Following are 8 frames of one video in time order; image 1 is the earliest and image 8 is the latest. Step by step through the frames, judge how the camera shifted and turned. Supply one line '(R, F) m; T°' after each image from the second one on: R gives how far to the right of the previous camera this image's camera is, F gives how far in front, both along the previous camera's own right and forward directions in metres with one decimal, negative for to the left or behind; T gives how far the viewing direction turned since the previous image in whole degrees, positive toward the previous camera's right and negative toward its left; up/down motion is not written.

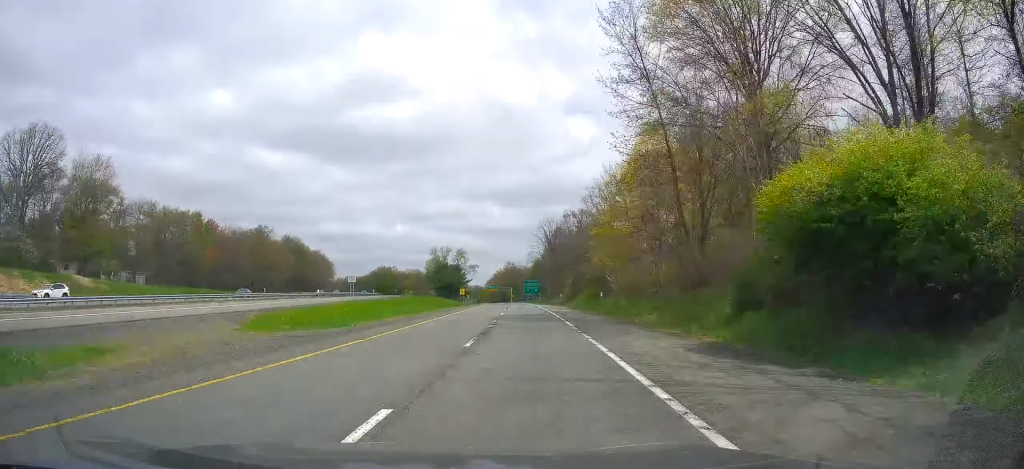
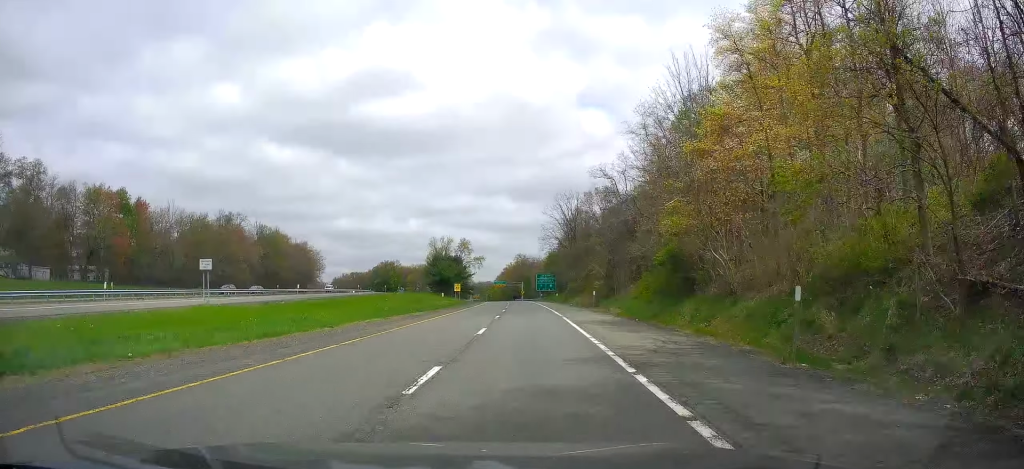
(-0.5, +32.6) m; -1°
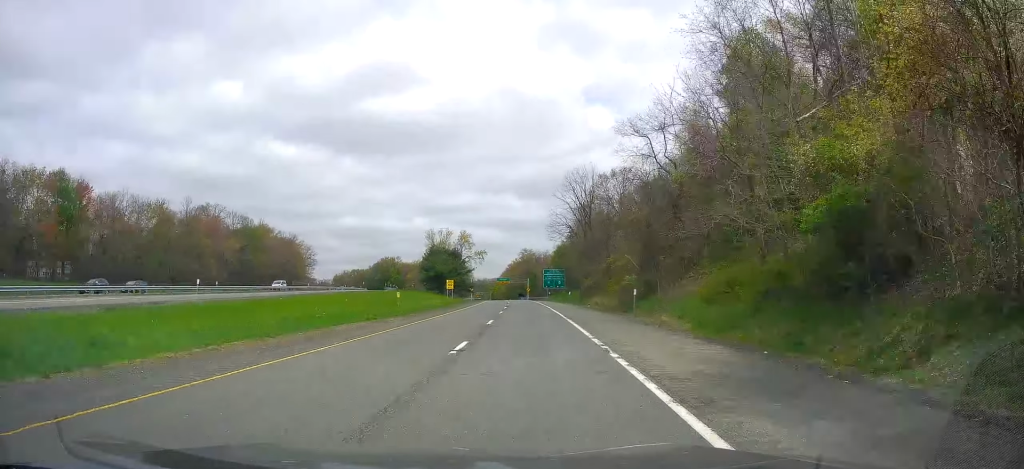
(0.0, +19.3) m; 0°
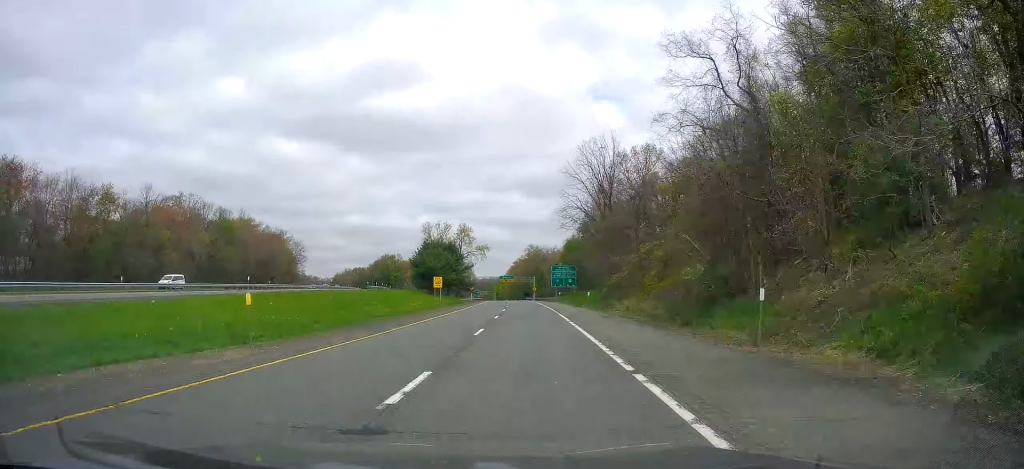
(0.0, +19.2) m; 0°
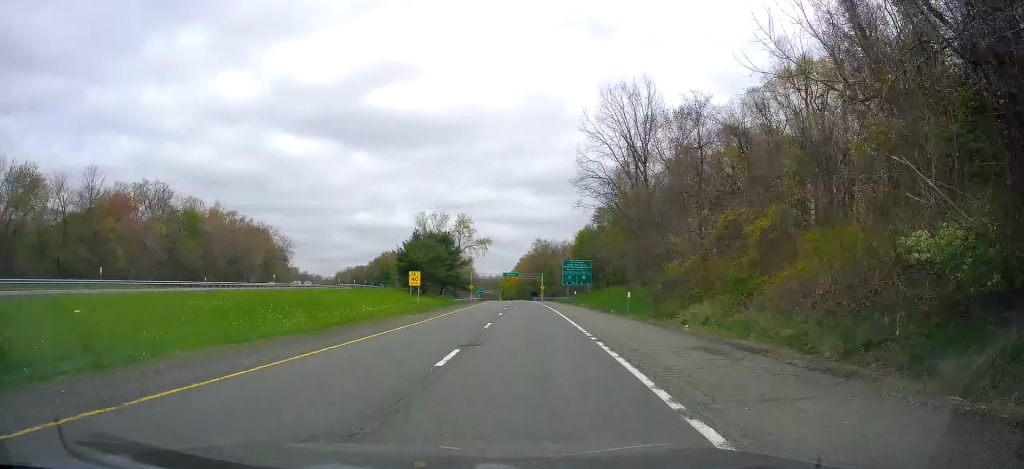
(-0.2, +21.1) m; 0°
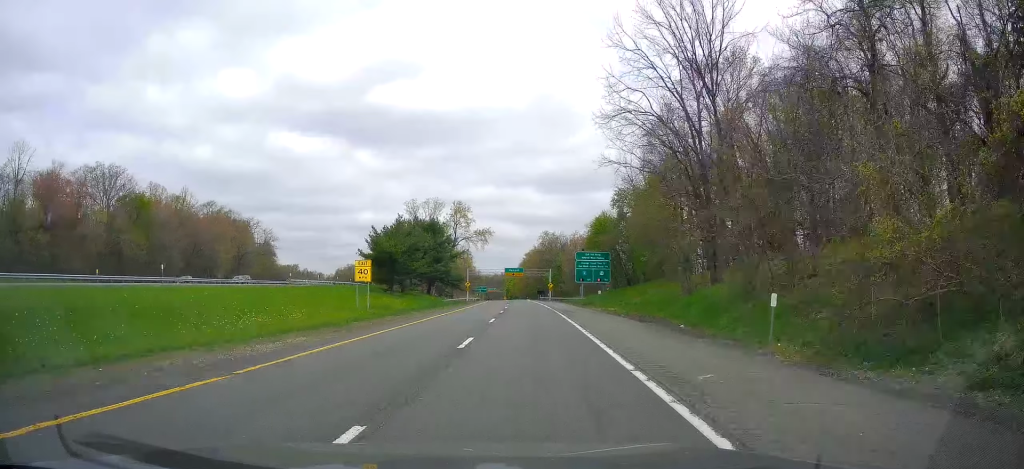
(0.0, +21.5) m; -1°
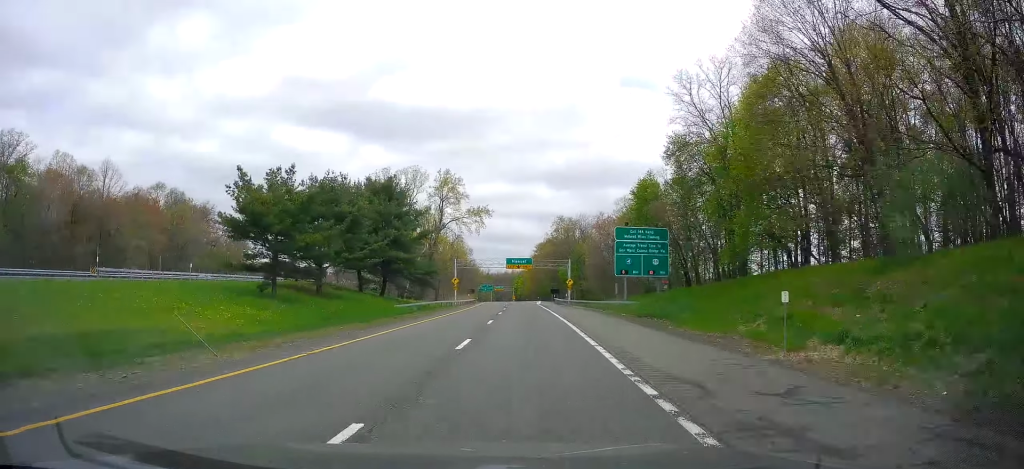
(-0.8, +37.2) m; -2°
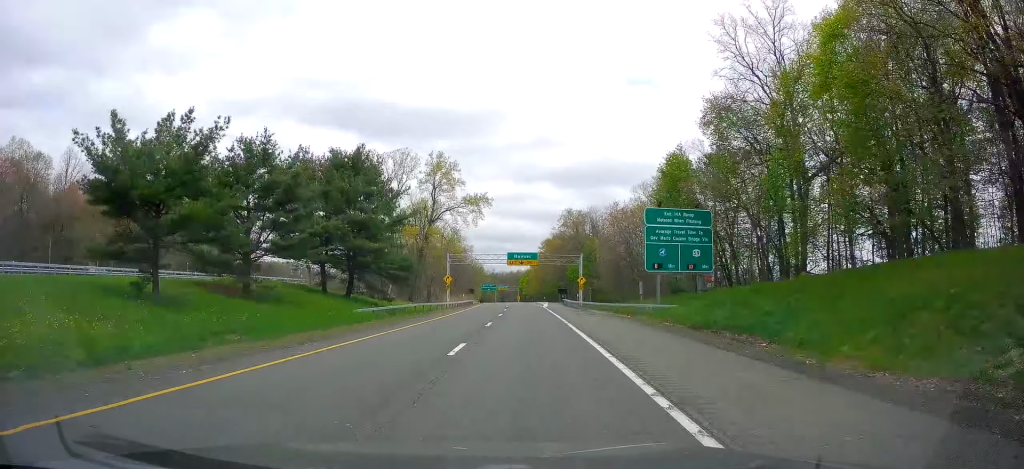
(0.0, +14.0) m; 0°
